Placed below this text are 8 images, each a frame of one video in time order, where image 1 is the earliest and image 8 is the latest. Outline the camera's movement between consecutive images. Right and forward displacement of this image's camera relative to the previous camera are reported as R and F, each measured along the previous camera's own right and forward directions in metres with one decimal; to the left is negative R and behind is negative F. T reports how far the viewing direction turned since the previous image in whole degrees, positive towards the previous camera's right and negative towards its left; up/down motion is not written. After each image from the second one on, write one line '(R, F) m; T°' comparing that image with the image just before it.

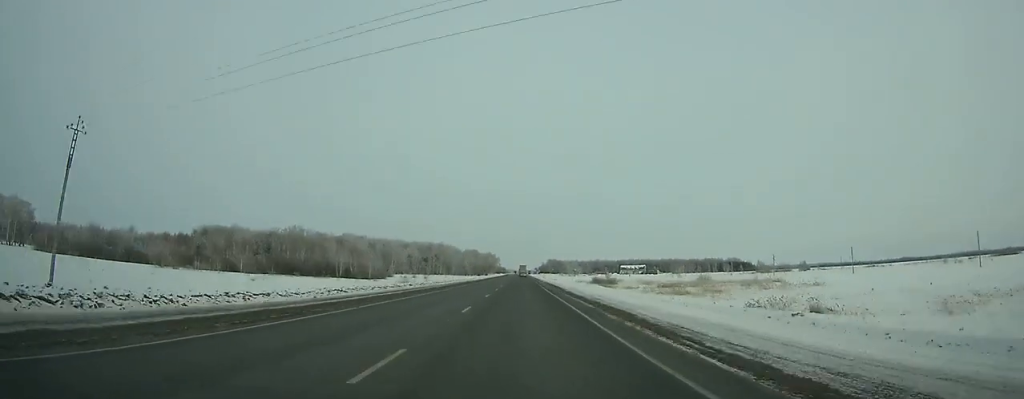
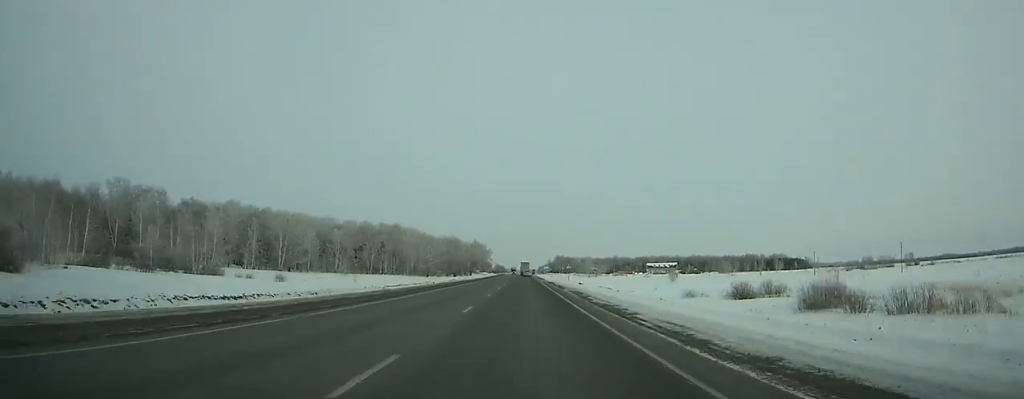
(-0.7, +142.9) m; 0°
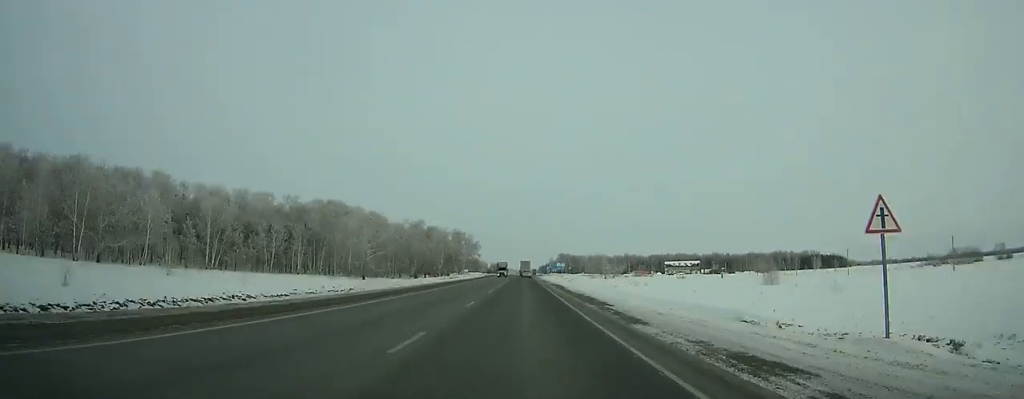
(+0.1, +79.4) m; 0°
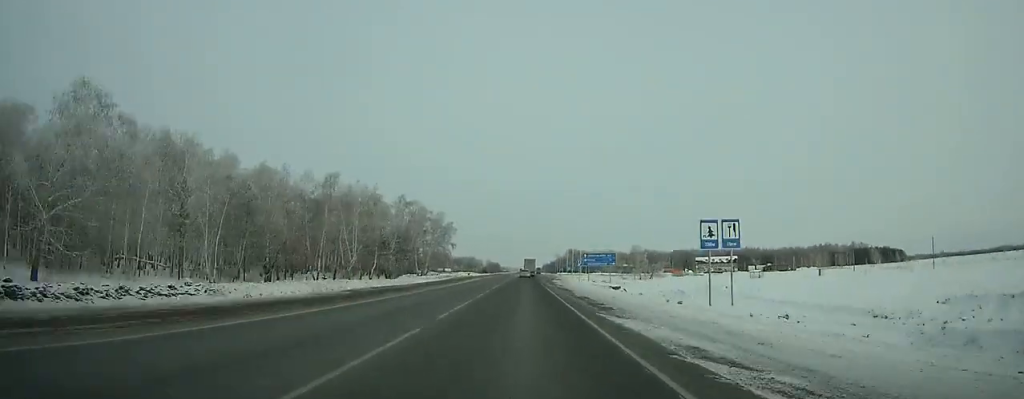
(+0.1, +87.6) m; 0°
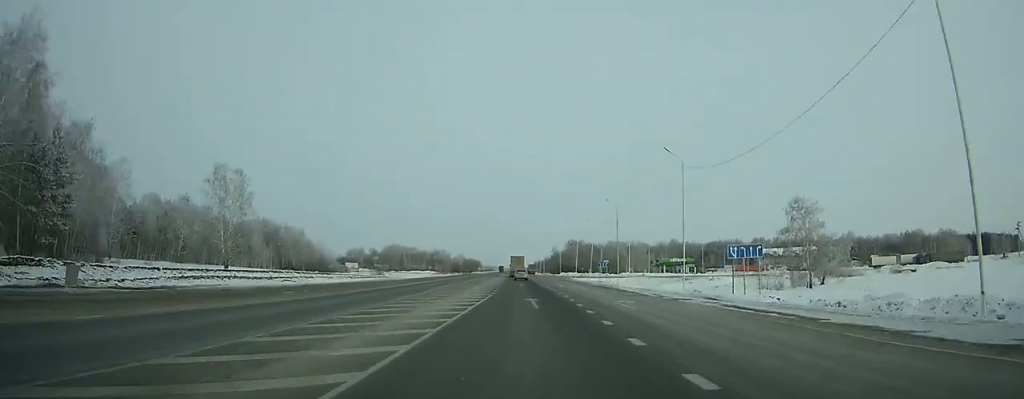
(+1.0, +135.5) m; +1°
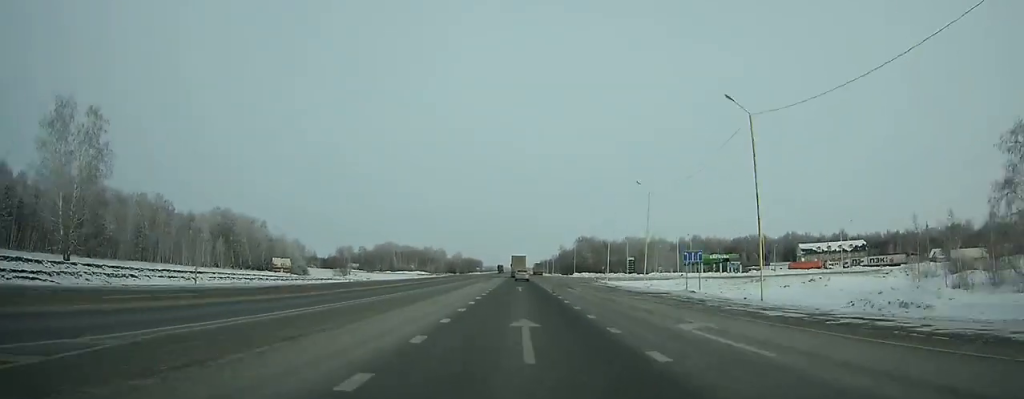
(0.0, +41.1) m; 0°
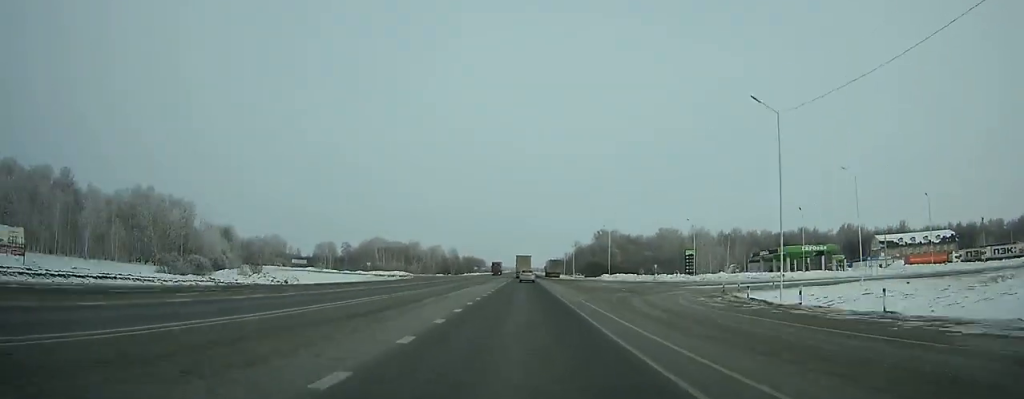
(-0.2, +57.8) m; -1°
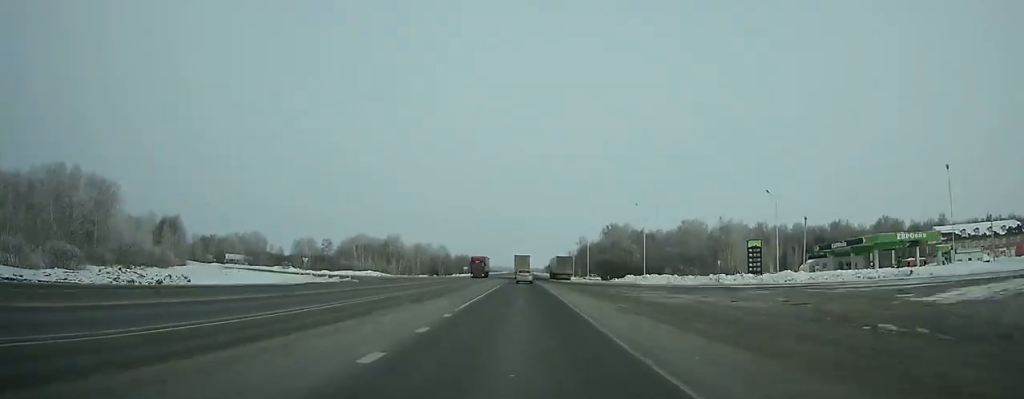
(-0.3, +34.2) m; 0°
